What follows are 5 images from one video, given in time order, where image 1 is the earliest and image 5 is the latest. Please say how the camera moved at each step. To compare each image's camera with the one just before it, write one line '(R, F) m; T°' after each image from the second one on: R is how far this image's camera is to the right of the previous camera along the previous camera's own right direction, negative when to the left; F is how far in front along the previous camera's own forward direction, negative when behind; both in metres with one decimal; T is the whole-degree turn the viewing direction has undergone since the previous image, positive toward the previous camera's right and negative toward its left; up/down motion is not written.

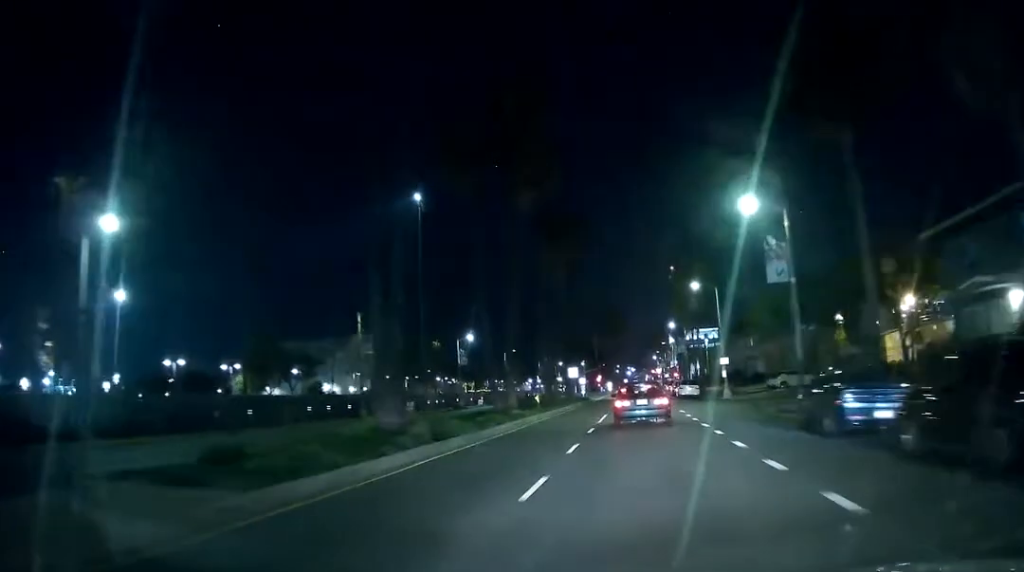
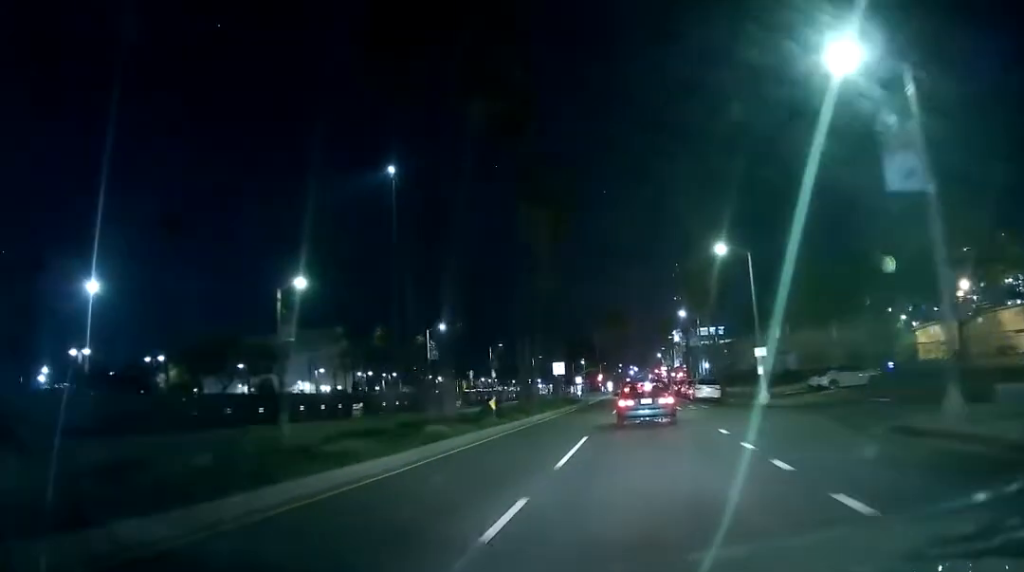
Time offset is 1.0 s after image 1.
(0.0, +14.3) m; 0°
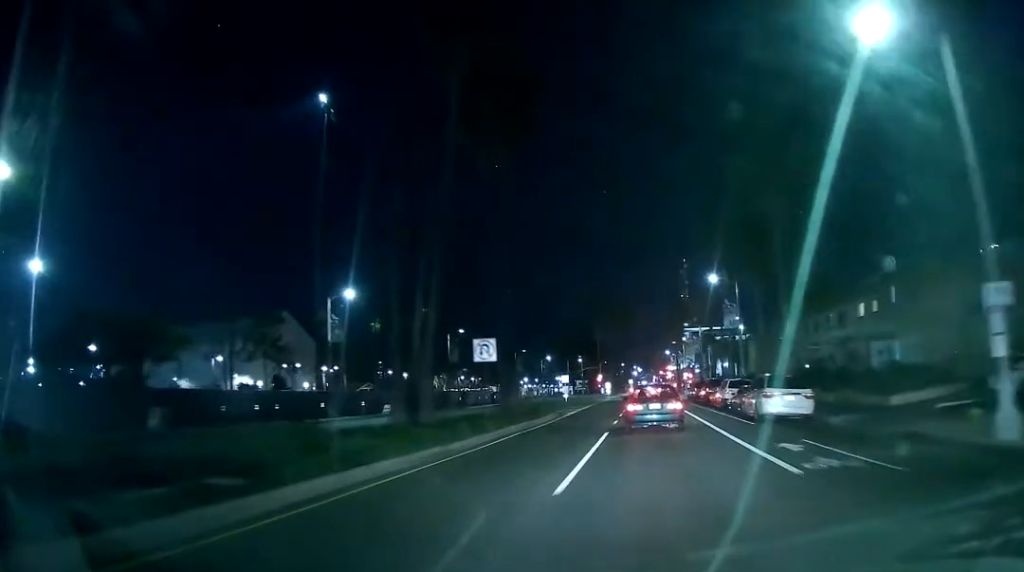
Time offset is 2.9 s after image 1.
(0.0, +27.4) m; 0°
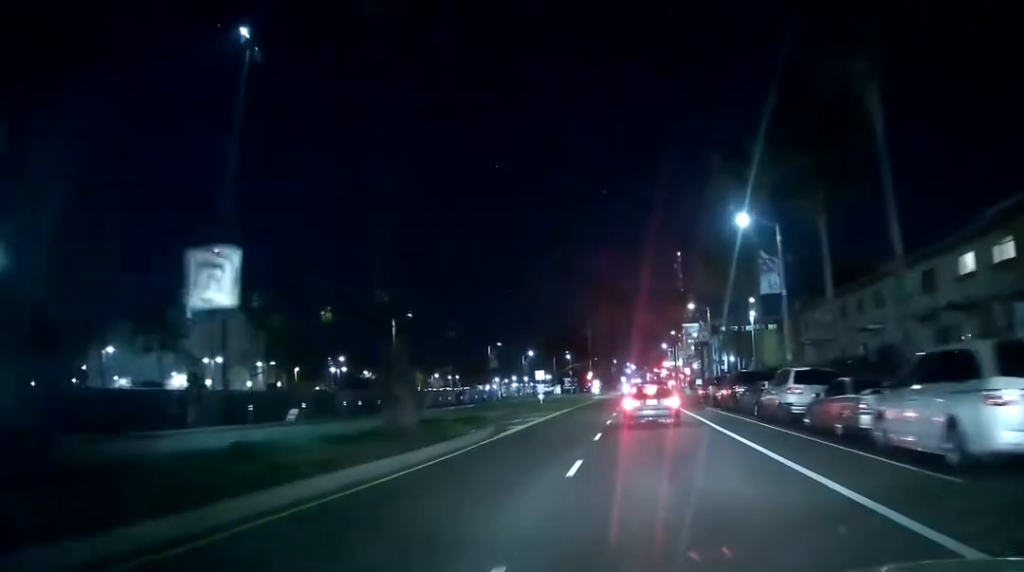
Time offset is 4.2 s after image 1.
(0.0, +17.6) m; +3°
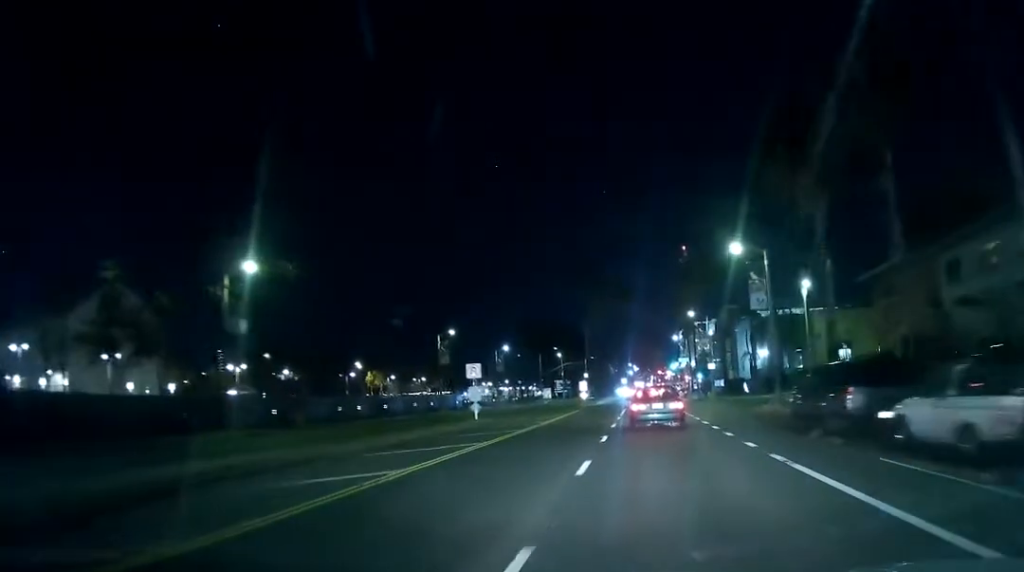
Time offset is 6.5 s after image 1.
(-0.1, +29.6) m; -3°
